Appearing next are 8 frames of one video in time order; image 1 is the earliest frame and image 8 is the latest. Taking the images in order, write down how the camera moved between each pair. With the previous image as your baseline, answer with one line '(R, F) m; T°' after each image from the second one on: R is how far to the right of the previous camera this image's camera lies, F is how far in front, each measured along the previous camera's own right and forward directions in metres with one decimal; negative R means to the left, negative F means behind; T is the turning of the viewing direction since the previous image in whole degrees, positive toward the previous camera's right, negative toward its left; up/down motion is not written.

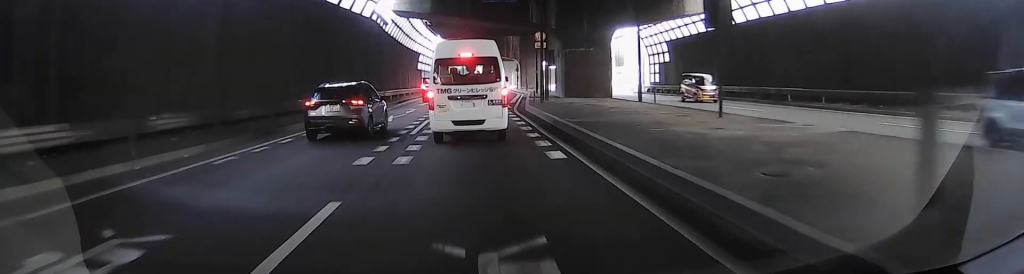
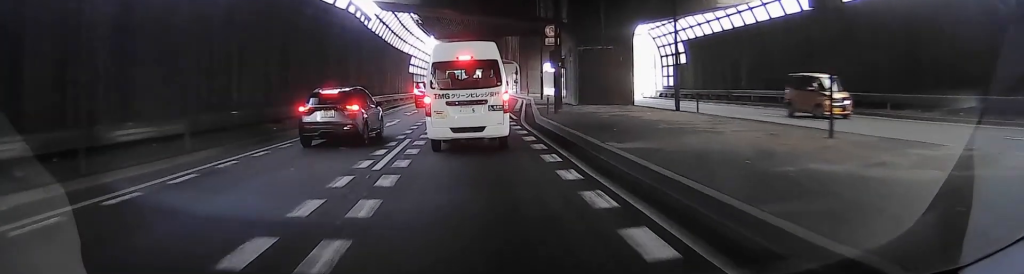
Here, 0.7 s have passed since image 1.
(0.0, +6.5) m; 0°
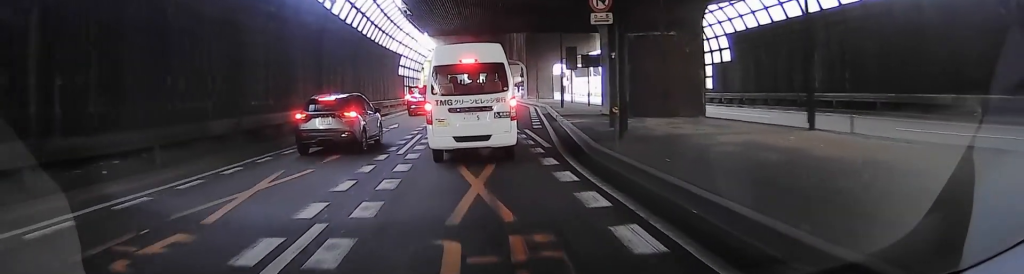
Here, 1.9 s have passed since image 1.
(0.0, +12.4) m; 0°
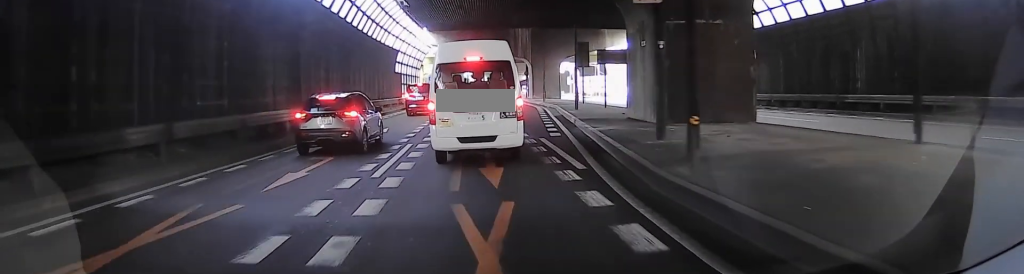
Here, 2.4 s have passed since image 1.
(0.0, +5.4) m; 0°
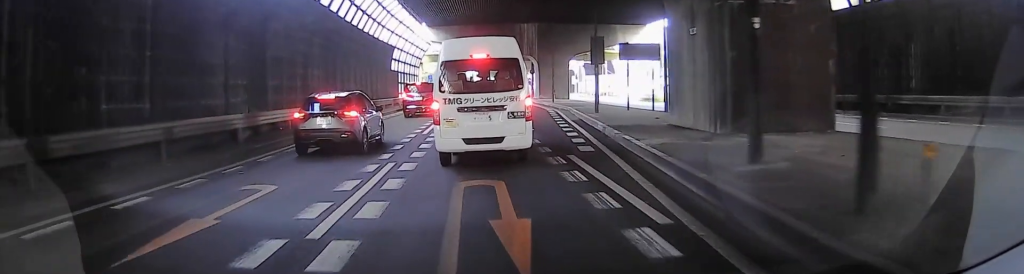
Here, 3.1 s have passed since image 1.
(0.0, +6.5) m; 0°
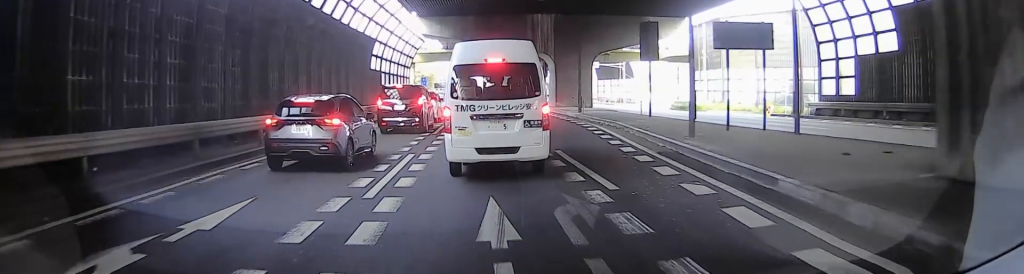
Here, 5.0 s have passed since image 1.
(0.0, +18.8) m; 0°
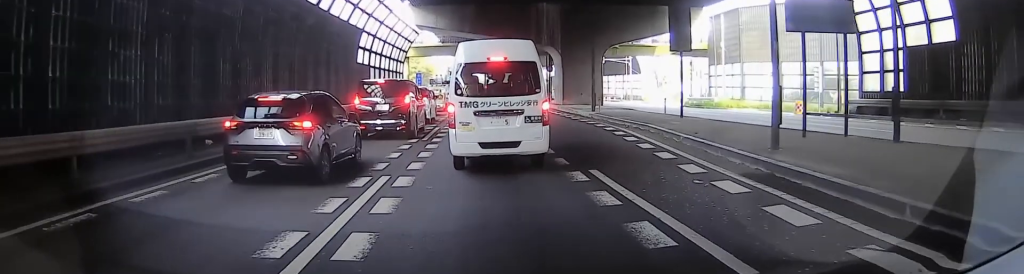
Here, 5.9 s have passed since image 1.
(0.0, +8.2) m; 0°
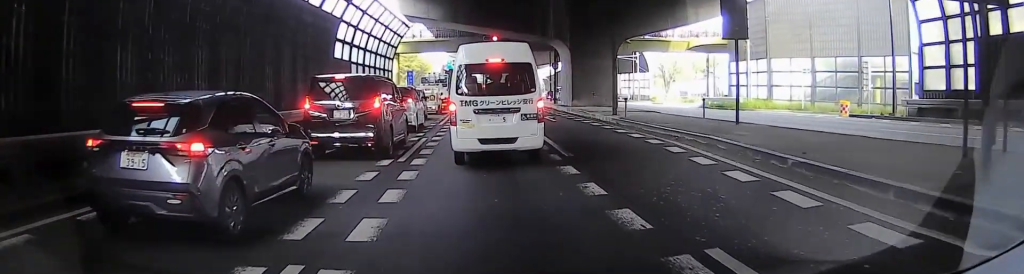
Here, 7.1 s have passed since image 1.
(0.0, +10.0) m; 0°
